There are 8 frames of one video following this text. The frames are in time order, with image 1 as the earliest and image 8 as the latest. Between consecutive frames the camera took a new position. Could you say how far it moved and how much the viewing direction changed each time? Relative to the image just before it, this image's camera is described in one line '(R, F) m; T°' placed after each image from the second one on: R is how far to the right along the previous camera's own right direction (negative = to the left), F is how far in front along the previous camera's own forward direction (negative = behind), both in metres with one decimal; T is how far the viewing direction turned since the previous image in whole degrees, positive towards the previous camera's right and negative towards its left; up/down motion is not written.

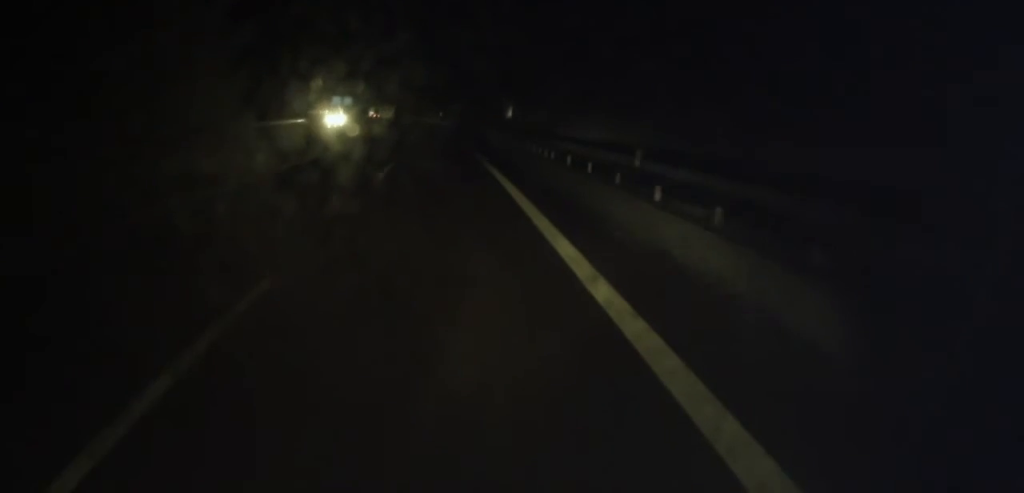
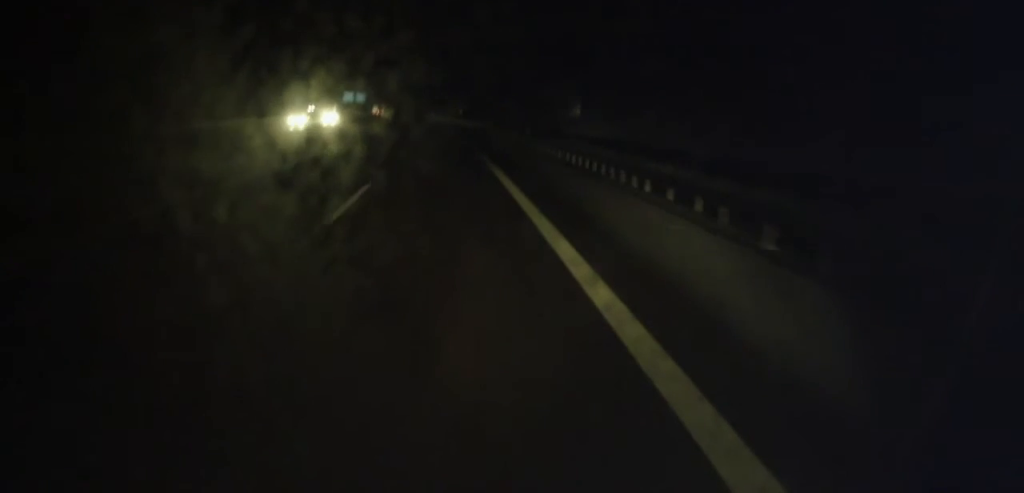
(-0.4, +26.2) m; -1°
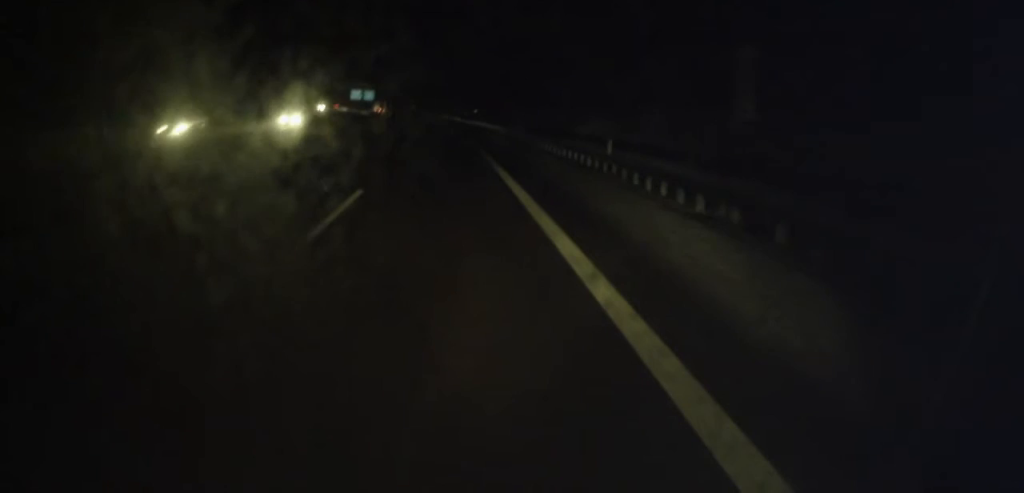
(0.0, +20.0) m; -1°
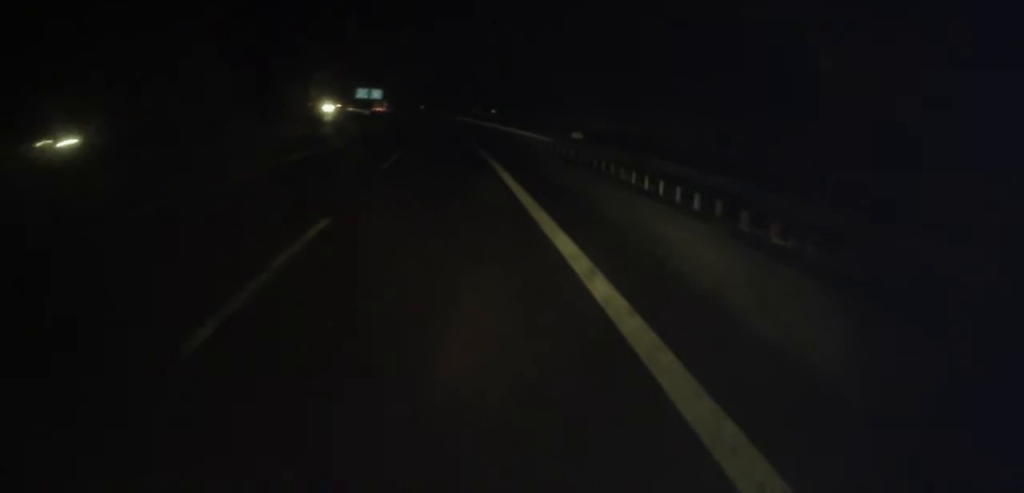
(-0.3, +22.7) m; -2°
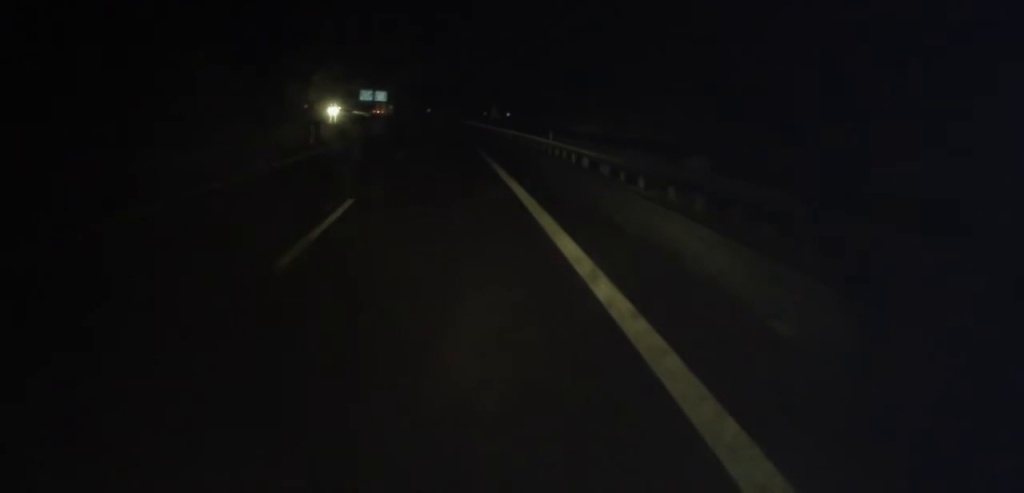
(-0.1, +15.7) m; -2°
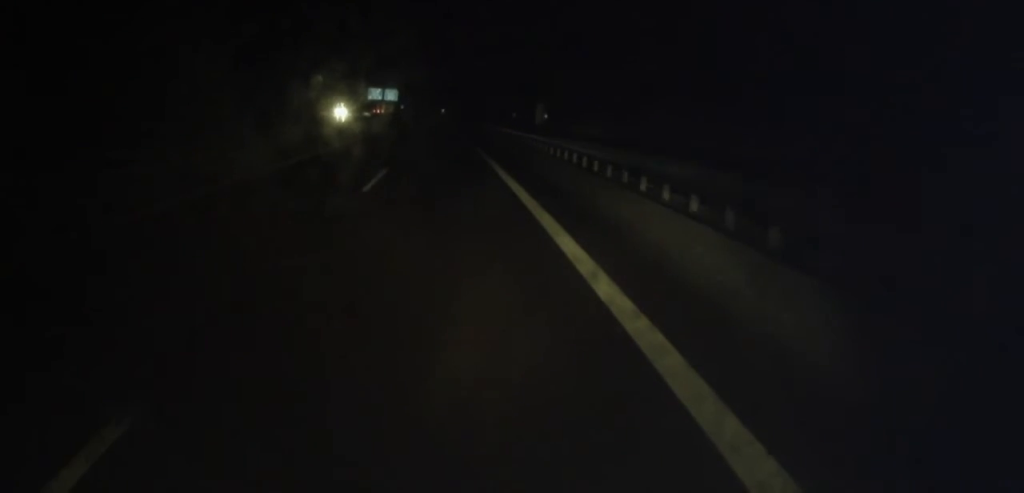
(-0.7, +28.8) m; -2°
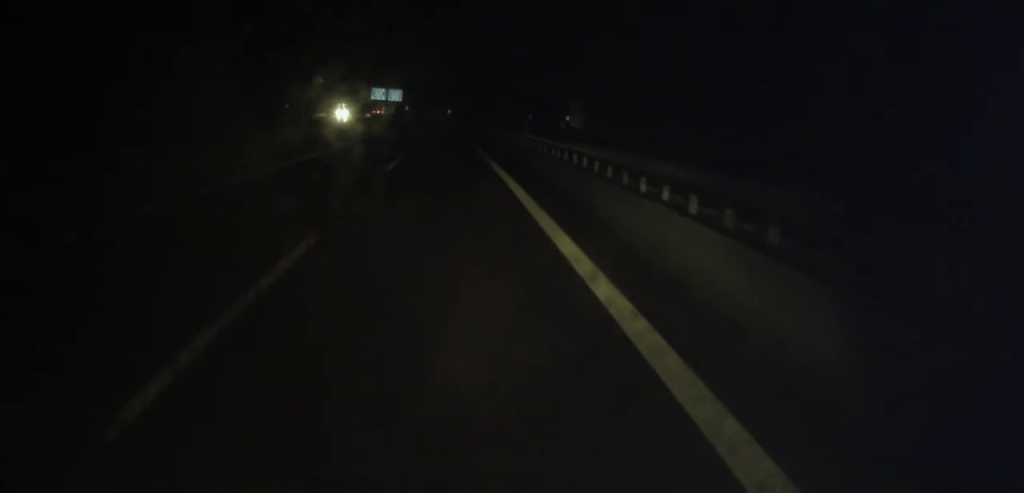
(-0.1, +12.2) m; 0°
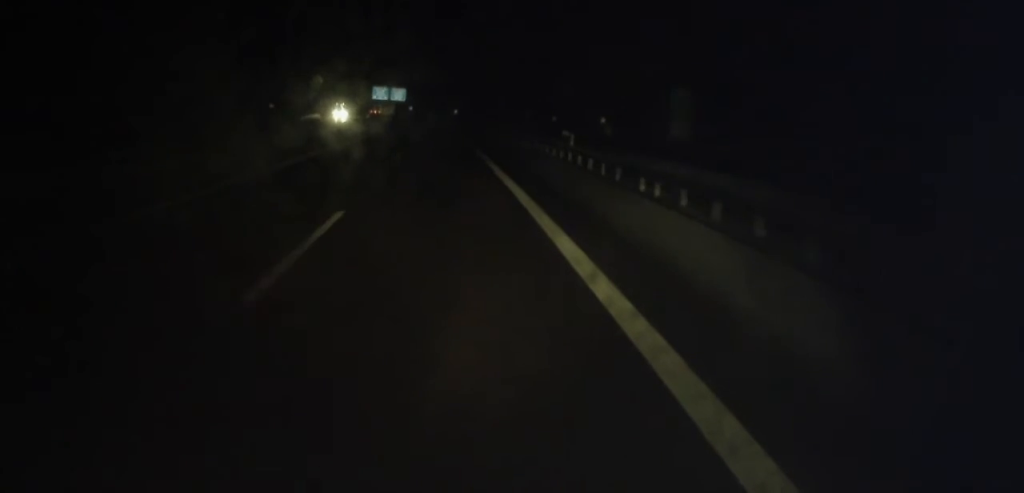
(-0.1, +15.6) m; -1°
